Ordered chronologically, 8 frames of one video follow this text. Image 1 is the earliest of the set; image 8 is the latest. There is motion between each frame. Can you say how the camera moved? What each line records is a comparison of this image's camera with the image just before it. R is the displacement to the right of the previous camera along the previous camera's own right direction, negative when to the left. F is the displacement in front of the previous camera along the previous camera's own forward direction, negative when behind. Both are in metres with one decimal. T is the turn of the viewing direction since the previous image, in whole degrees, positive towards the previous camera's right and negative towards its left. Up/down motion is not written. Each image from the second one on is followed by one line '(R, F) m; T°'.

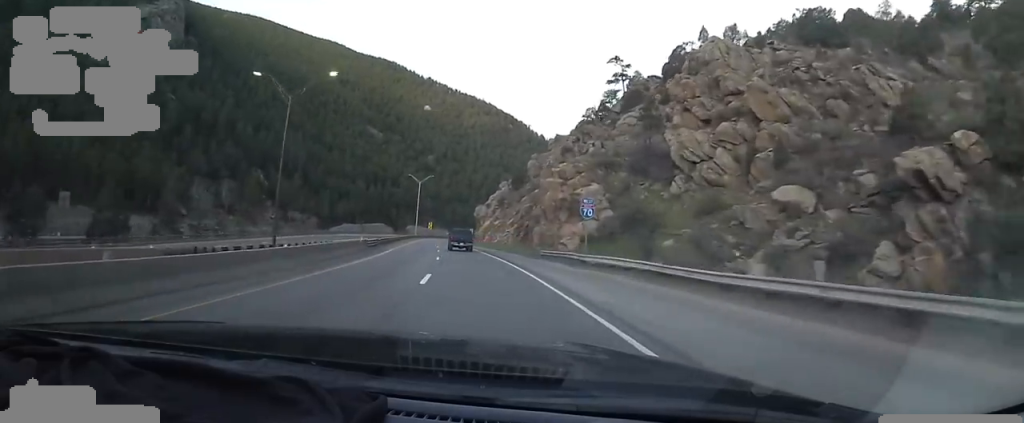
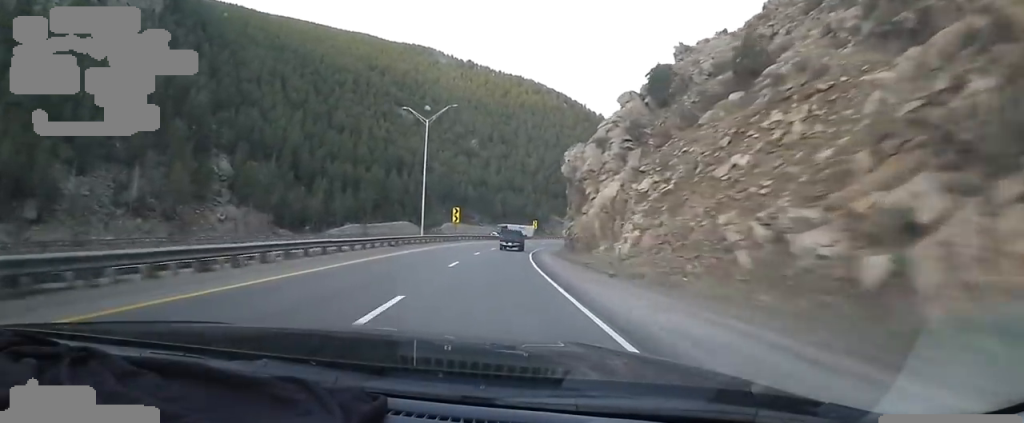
(-4.5, +67.1) m; -7°
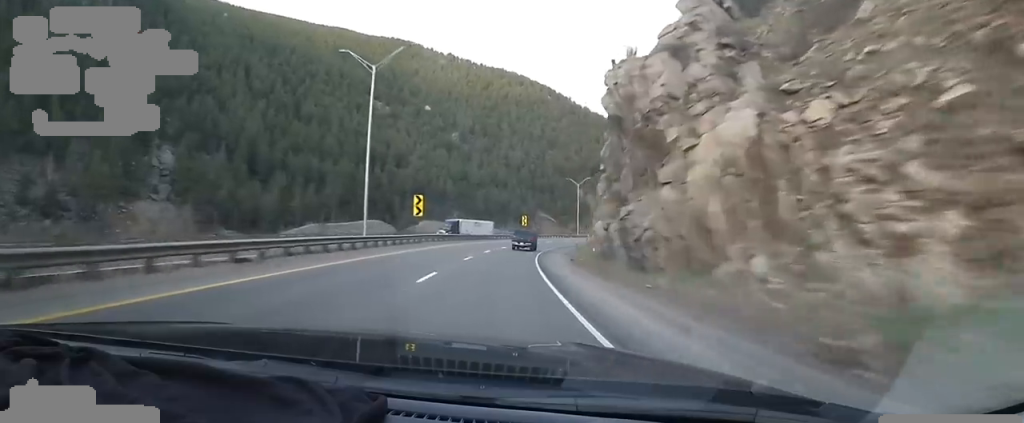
(-0.1, +18.5) m; +1°
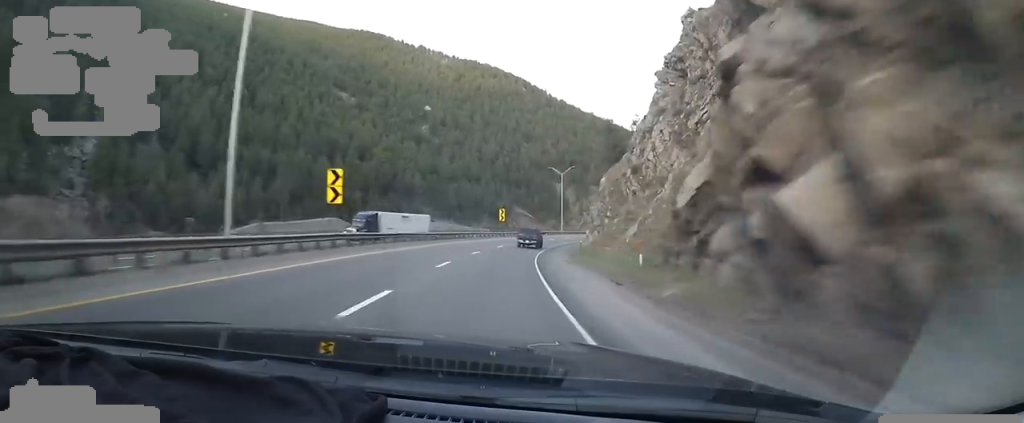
(0.0, +16.8) m; +2°
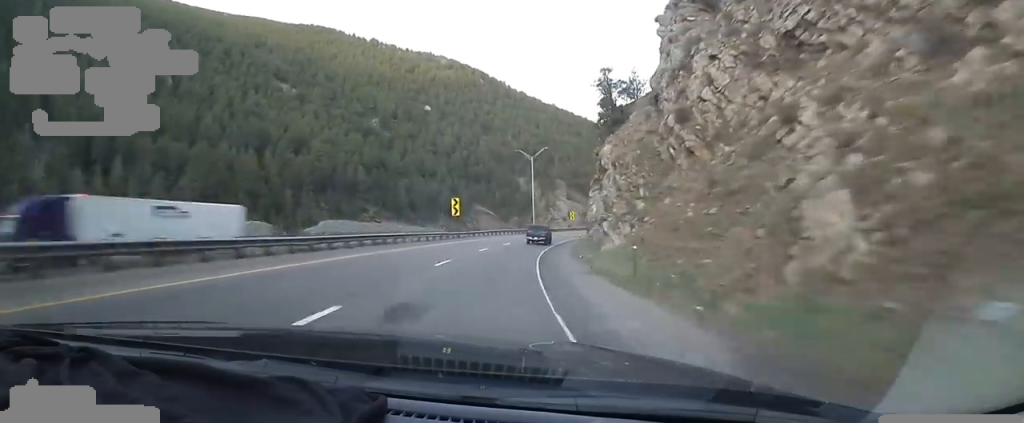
(+0.8, +23.3) m; +6°
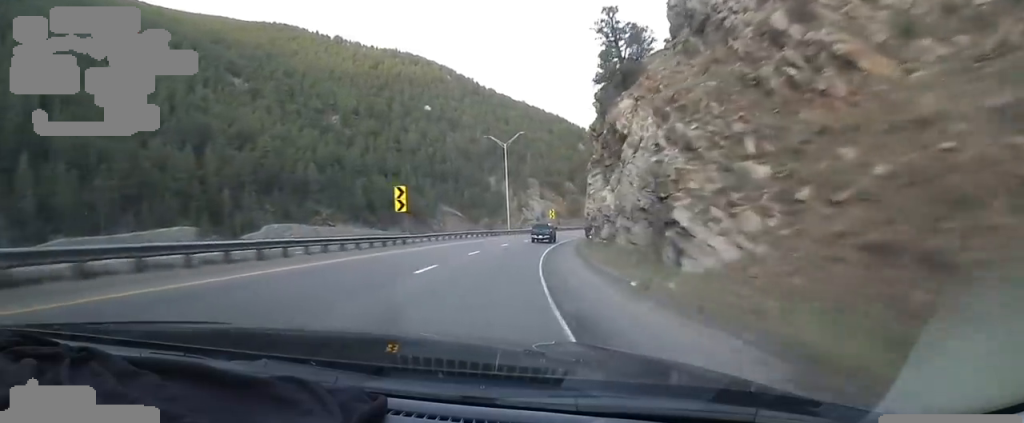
(+1.3, +15.6) m; +3°
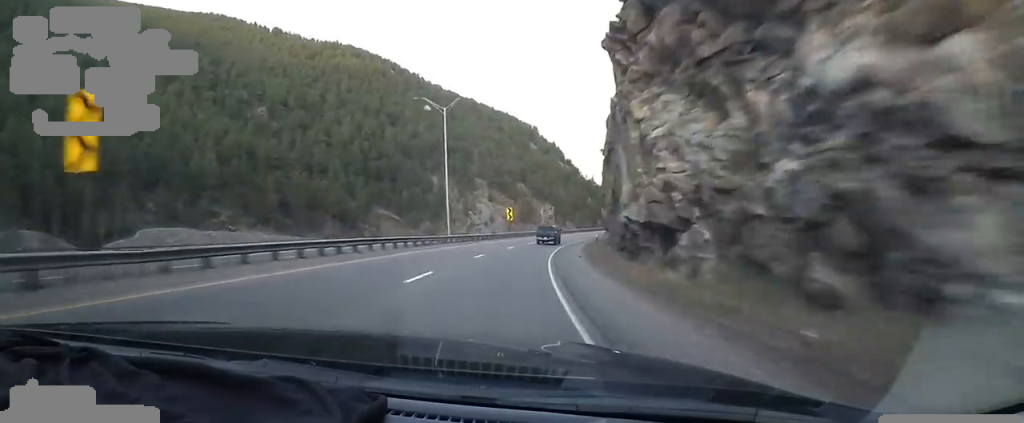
(+0.2, +25.5) m; +5°
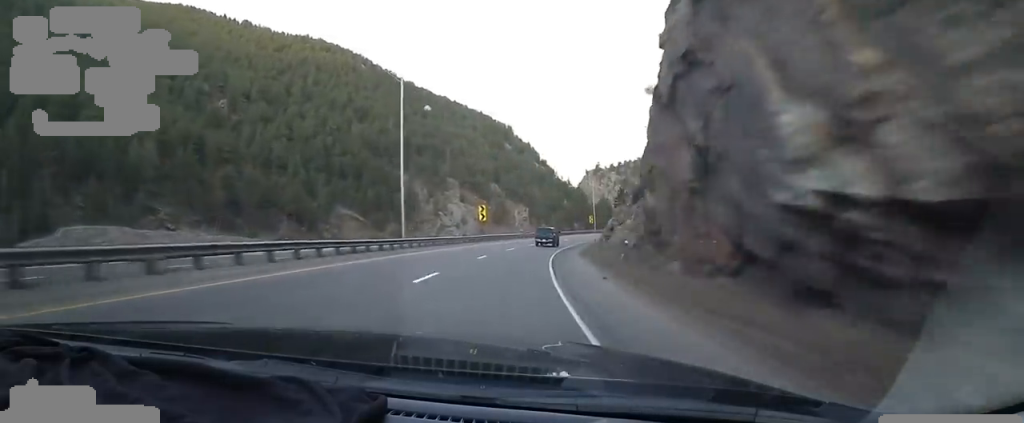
(+0.3, +11.3) m; +4°
